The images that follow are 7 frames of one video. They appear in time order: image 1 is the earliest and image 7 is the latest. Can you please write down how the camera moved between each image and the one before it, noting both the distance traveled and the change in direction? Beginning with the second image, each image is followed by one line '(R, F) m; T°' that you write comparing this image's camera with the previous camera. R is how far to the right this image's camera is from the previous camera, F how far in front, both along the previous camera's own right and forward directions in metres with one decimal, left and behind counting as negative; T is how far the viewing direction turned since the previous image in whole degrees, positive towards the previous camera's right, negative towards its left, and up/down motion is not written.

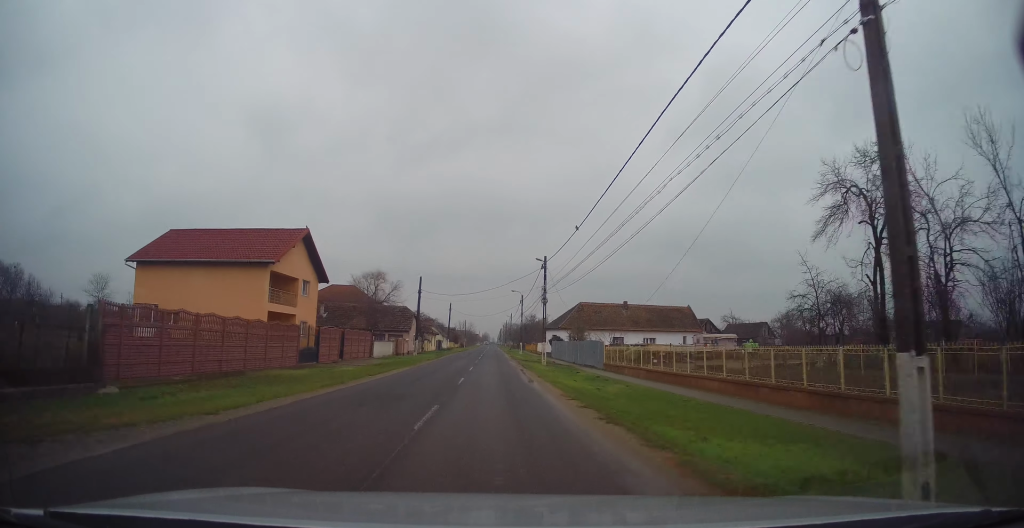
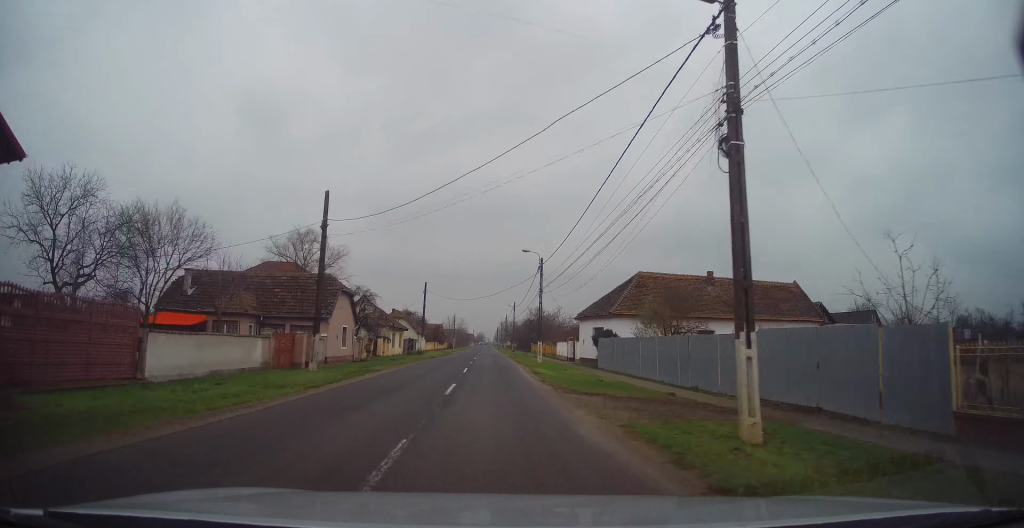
(+0.1, +30.4) m; 0°
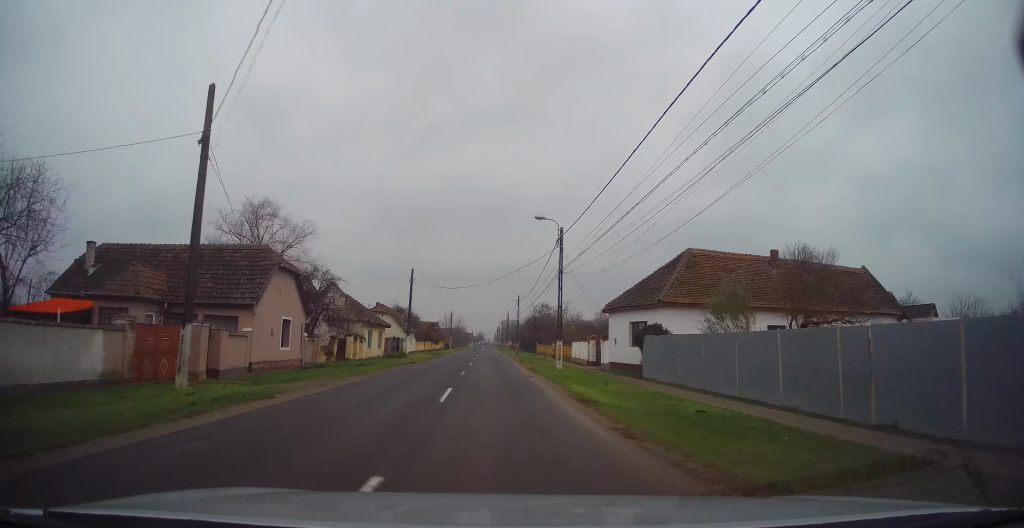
(-0.1, +10.4) m; 0°
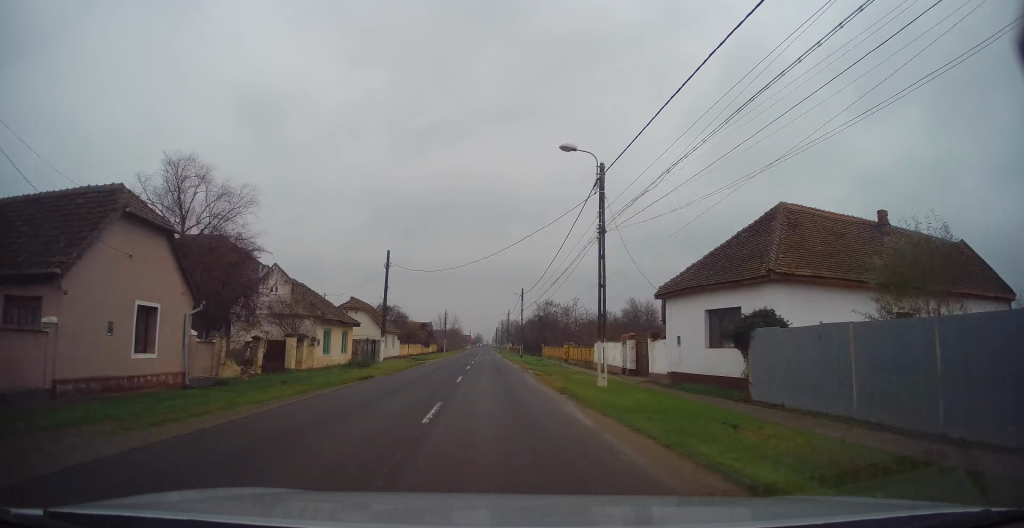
(0.0, +11.5) m; 0°
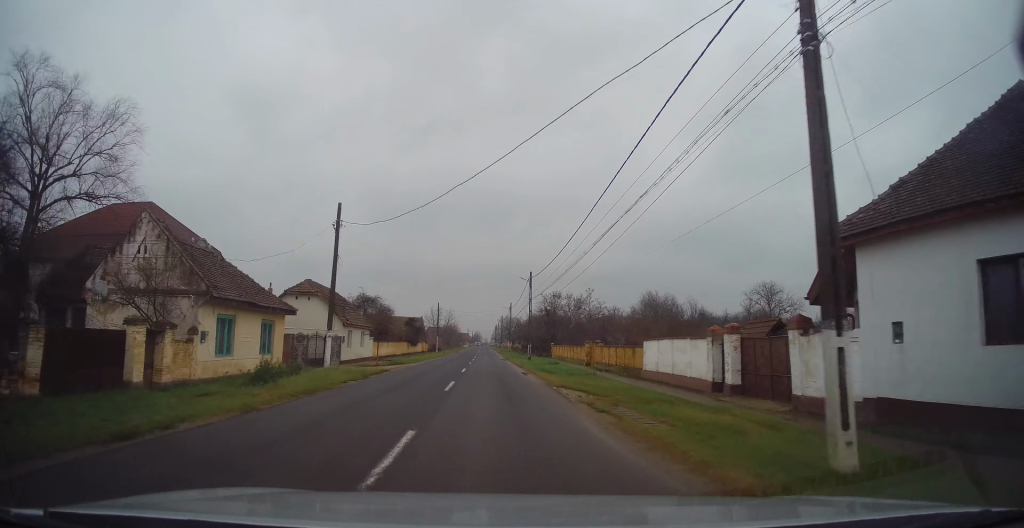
(+0.1, +12.7) m; -1°
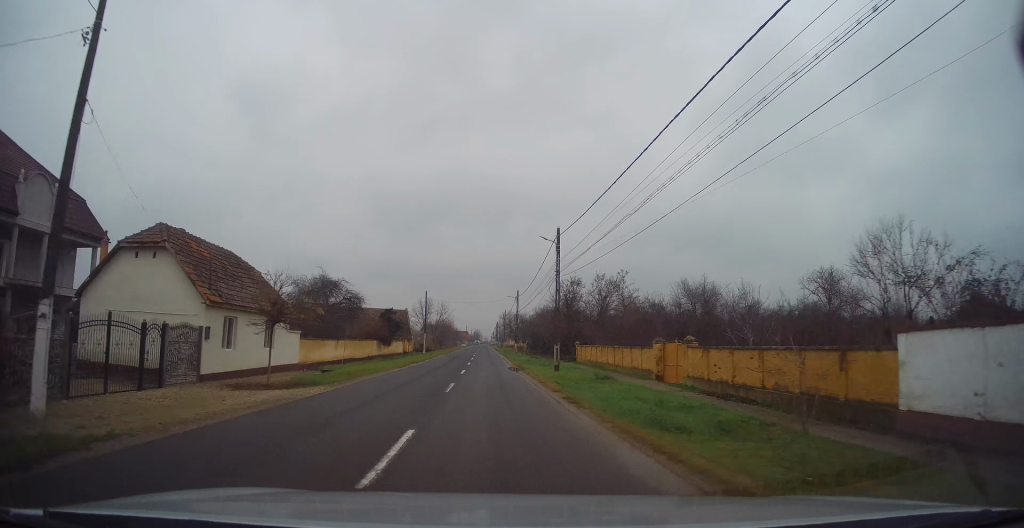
(-0.3, +17.6) m; 0°
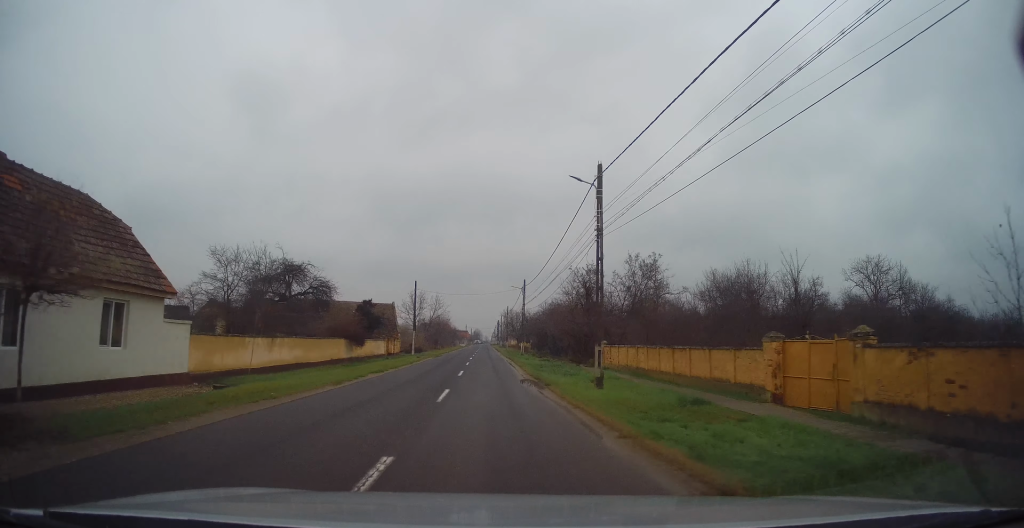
(+0.2, +10.5) m; +1°
